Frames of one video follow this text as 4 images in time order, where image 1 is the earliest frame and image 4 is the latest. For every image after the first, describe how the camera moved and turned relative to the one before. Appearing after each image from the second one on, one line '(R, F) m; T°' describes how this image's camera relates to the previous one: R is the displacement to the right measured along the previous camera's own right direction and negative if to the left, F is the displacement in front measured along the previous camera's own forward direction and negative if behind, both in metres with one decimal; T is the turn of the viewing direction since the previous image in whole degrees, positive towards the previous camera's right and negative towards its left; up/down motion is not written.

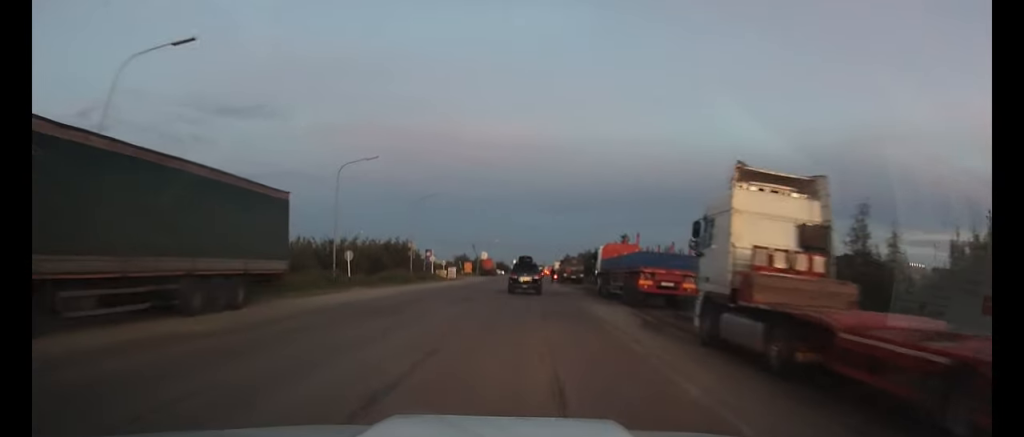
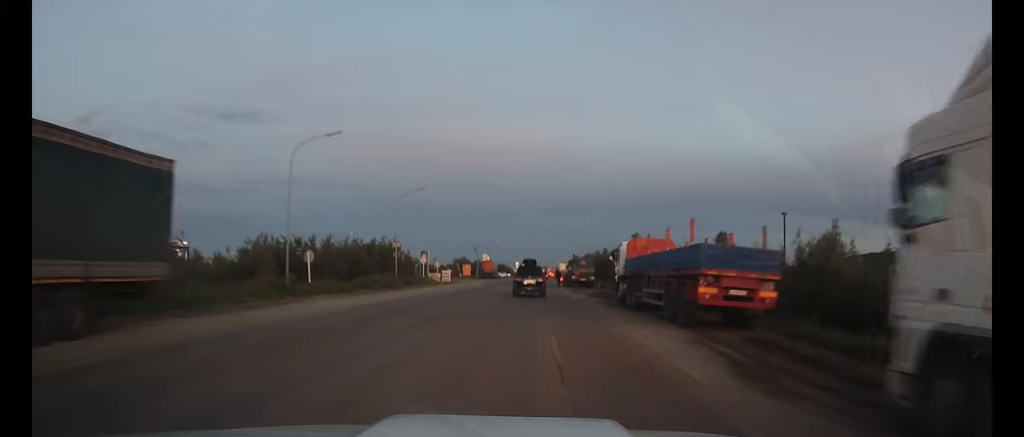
(0.0, +8.0) m; 0°
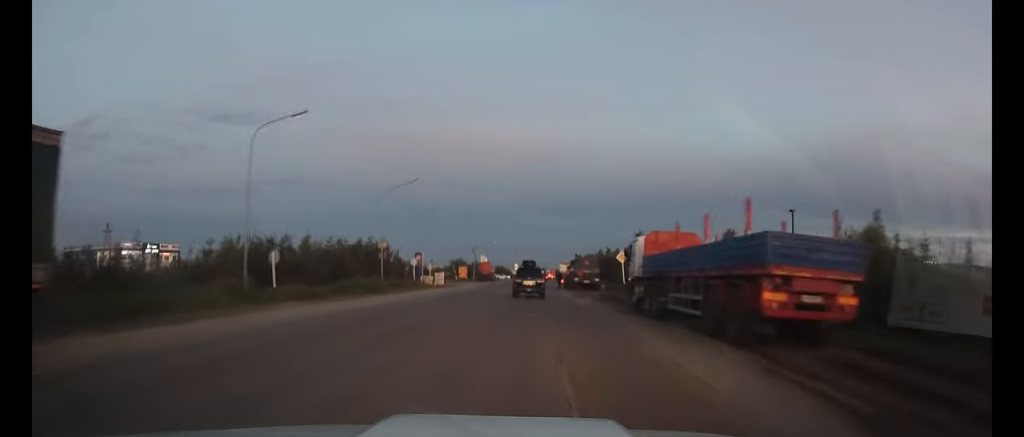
(0.0, +4.7) m; 0°
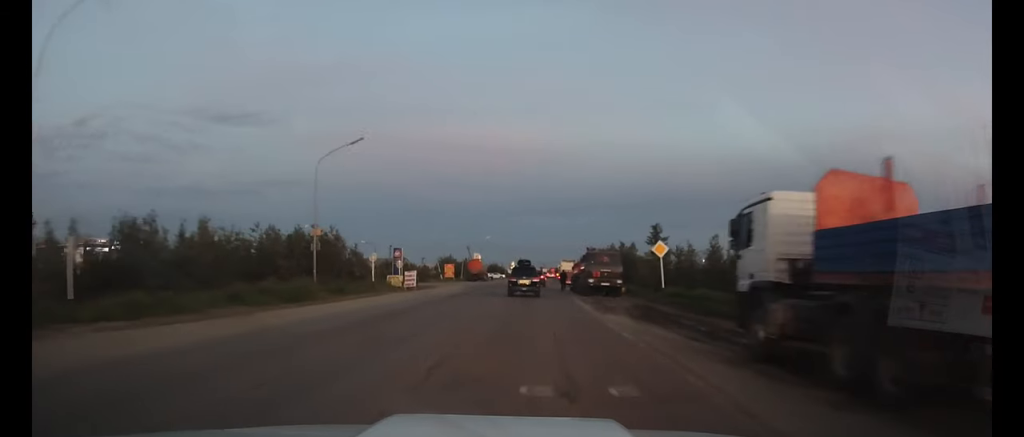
(0.0, +14.7) m; 0°
